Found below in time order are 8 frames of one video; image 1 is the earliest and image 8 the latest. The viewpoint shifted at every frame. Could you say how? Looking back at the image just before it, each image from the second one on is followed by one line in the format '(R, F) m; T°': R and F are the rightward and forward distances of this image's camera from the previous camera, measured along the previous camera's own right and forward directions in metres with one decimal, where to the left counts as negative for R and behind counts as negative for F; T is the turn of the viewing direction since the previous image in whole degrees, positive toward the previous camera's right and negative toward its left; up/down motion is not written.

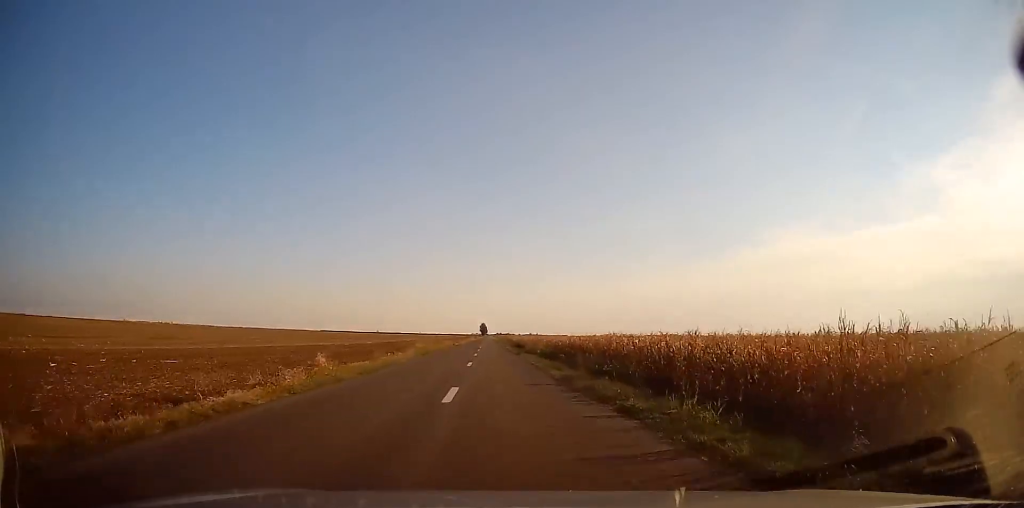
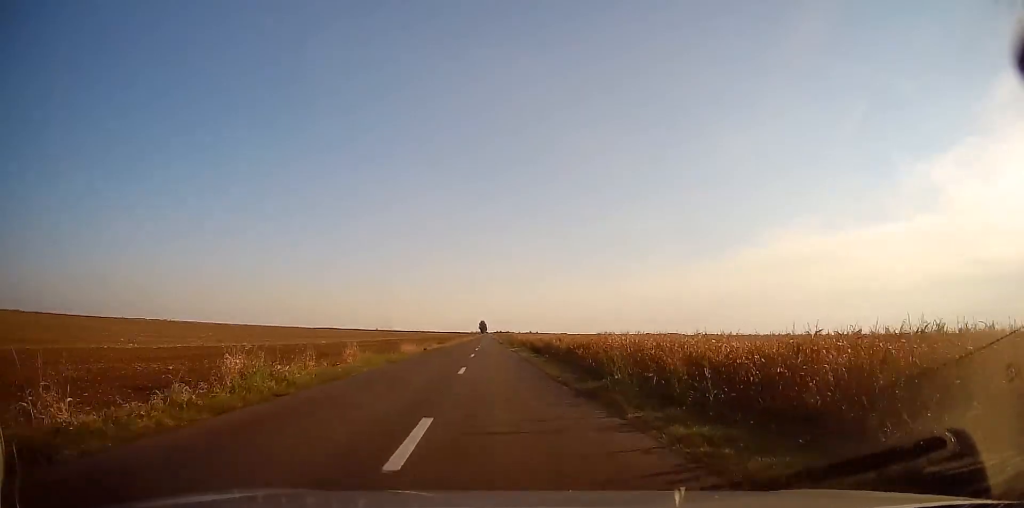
(+0.3, +28.4) m; 0°
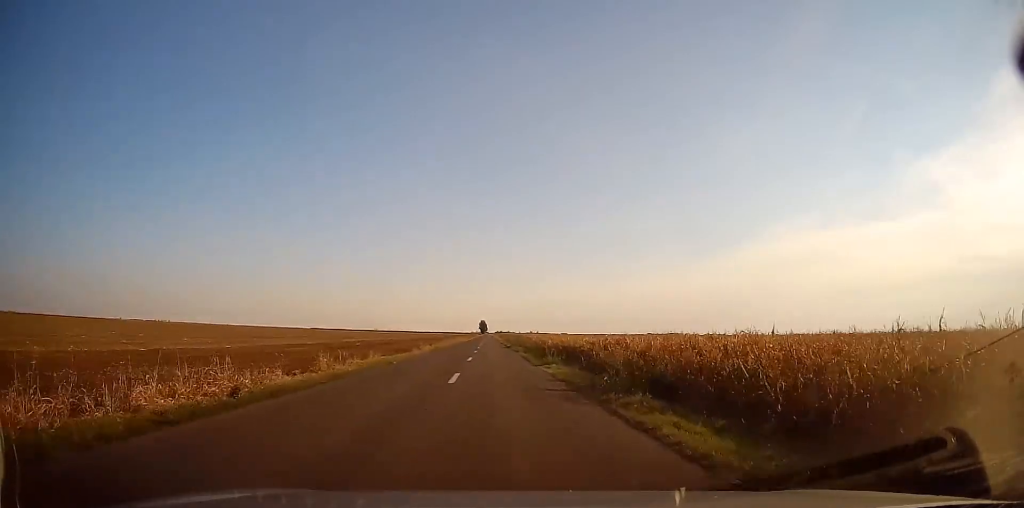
(-0.3, +27.5) m; -1°
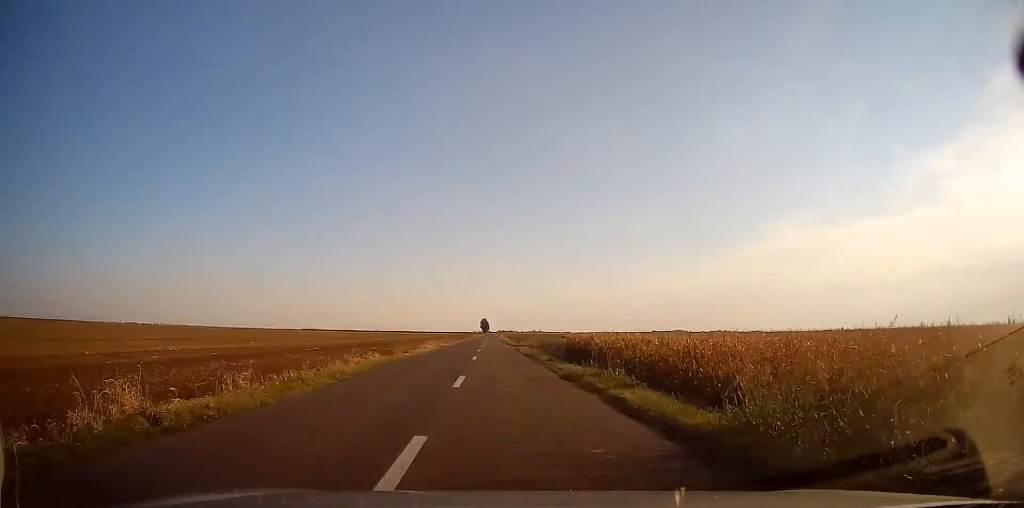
(-0.2, +53.6) m; 0°
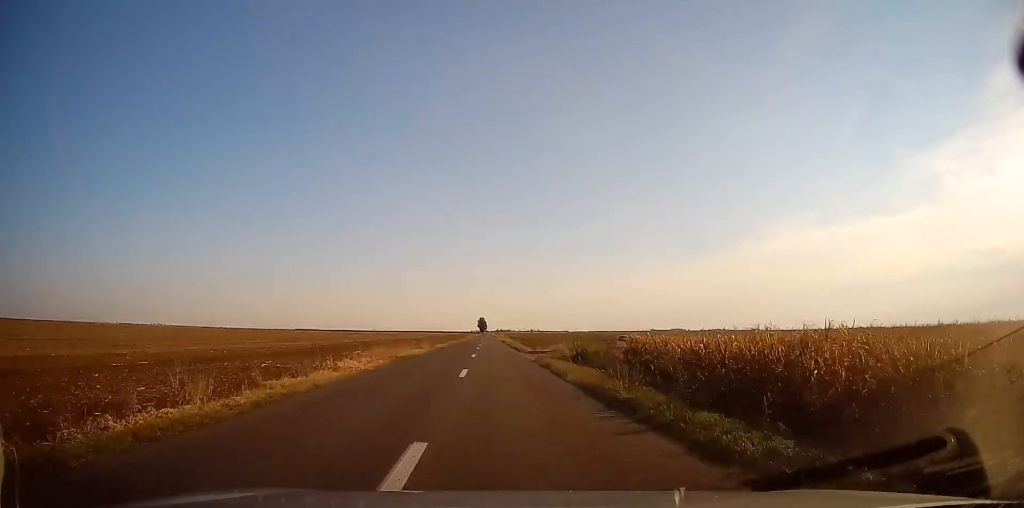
(+0.1, +21.2) m; 0°
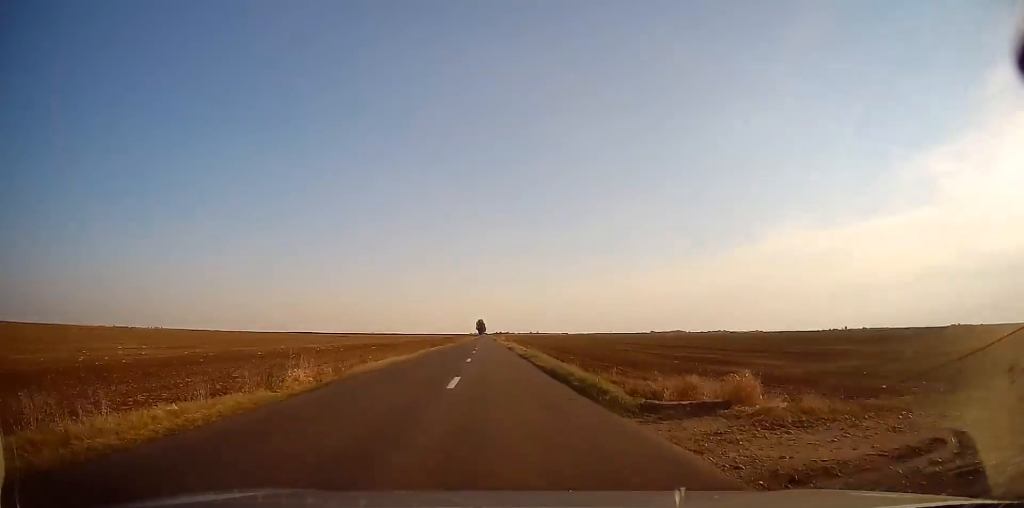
(0.0, +26.7) m; 0°
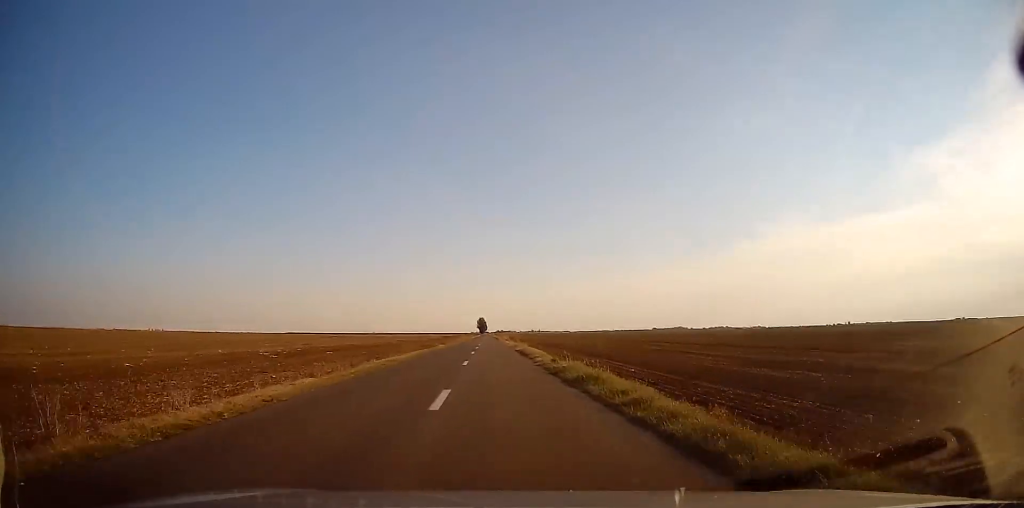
(0.0, +15.4) m; 0°
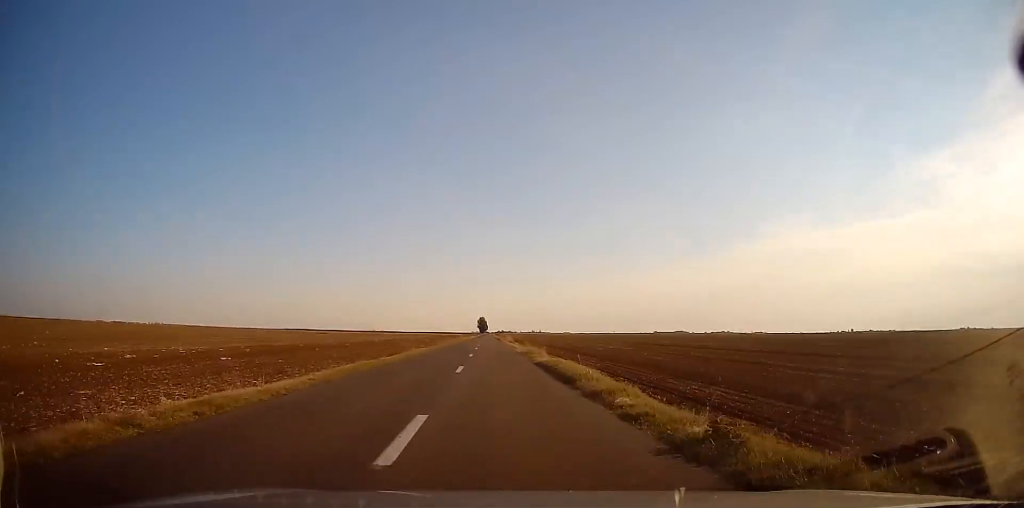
(-0.1, +16.0) m; 0°
